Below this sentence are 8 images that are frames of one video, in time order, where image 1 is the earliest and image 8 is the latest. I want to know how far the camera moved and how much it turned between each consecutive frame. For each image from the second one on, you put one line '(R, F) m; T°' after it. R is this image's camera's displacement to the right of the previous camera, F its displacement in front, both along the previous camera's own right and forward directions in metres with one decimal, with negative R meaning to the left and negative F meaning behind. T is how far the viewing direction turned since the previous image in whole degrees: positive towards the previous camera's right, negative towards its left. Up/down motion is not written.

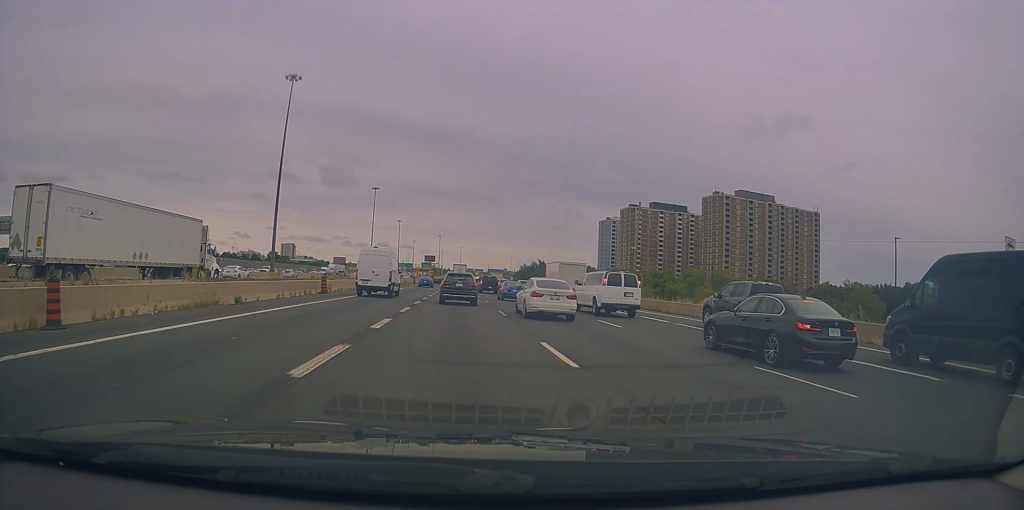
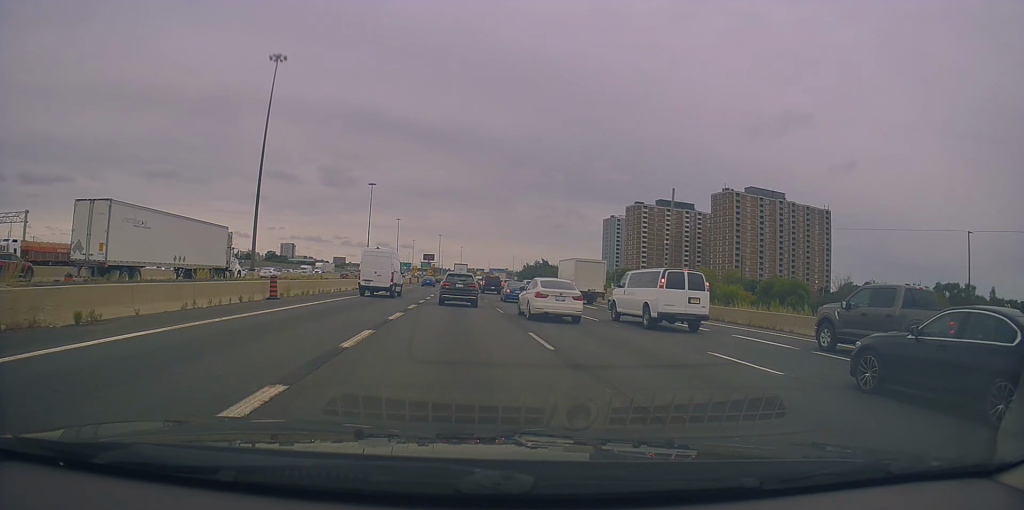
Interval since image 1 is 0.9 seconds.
(+0.1, +10.1) m; -2°
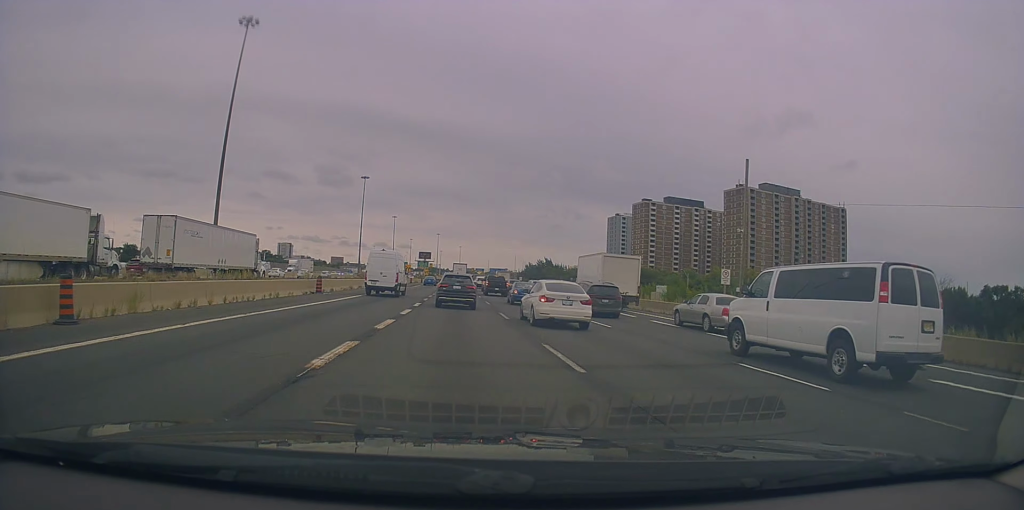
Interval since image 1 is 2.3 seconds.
(-0.4, +14.9) m; +1°
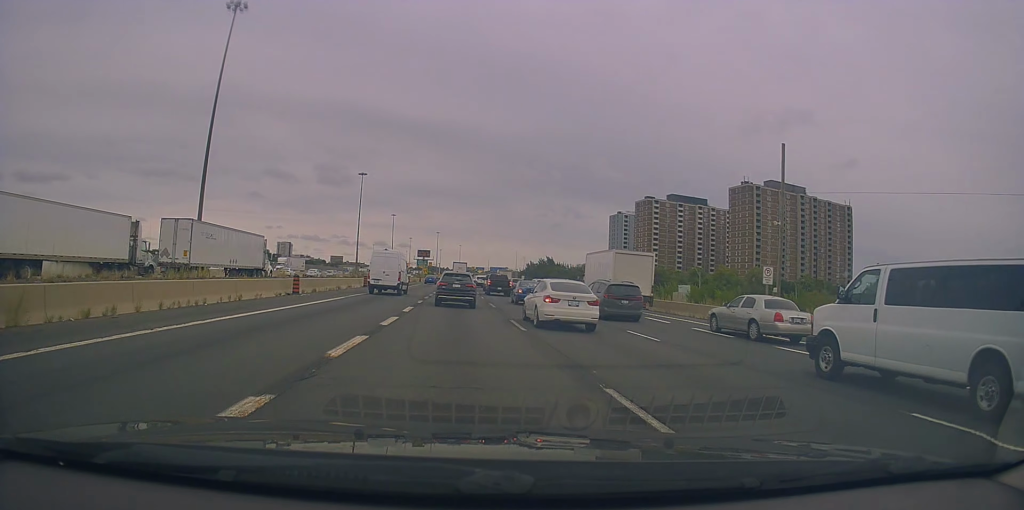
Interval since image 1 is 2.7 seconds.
(+0.2, +5.0) m; +1°
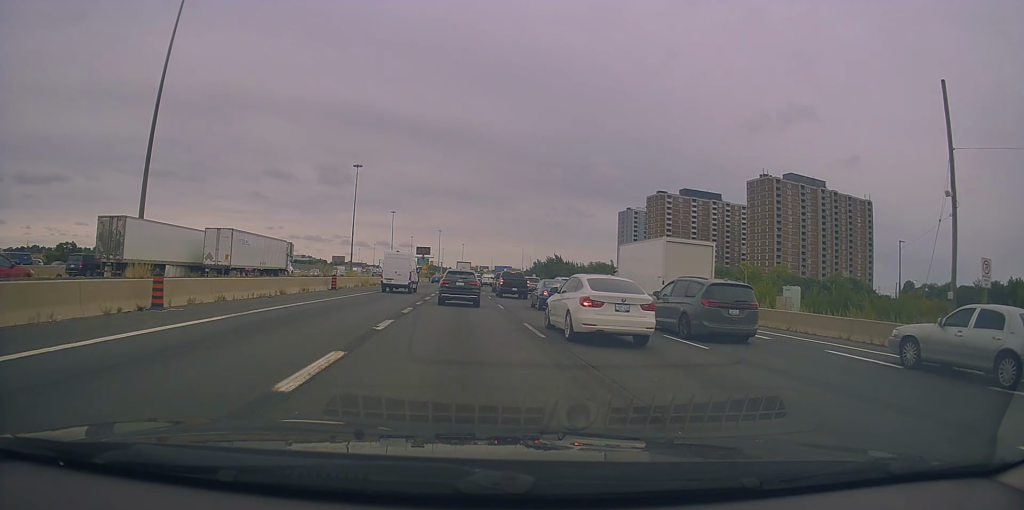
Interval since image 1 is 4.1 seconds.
(+0.1, +14.7) m; 0°
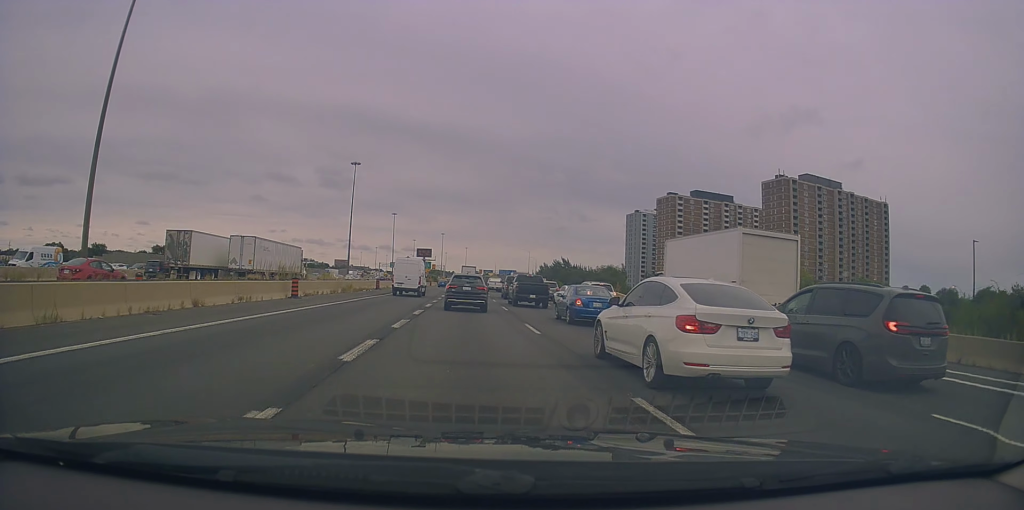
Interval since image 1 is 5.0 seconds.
(0.0, +10.0) m; -3°
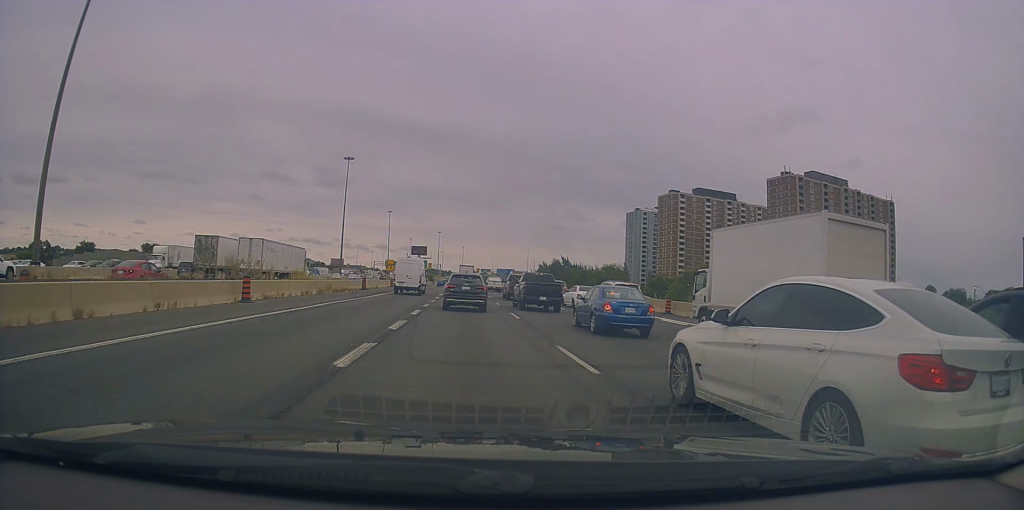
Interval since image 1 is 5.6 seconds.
(-0.3, +6.4) m; 0°
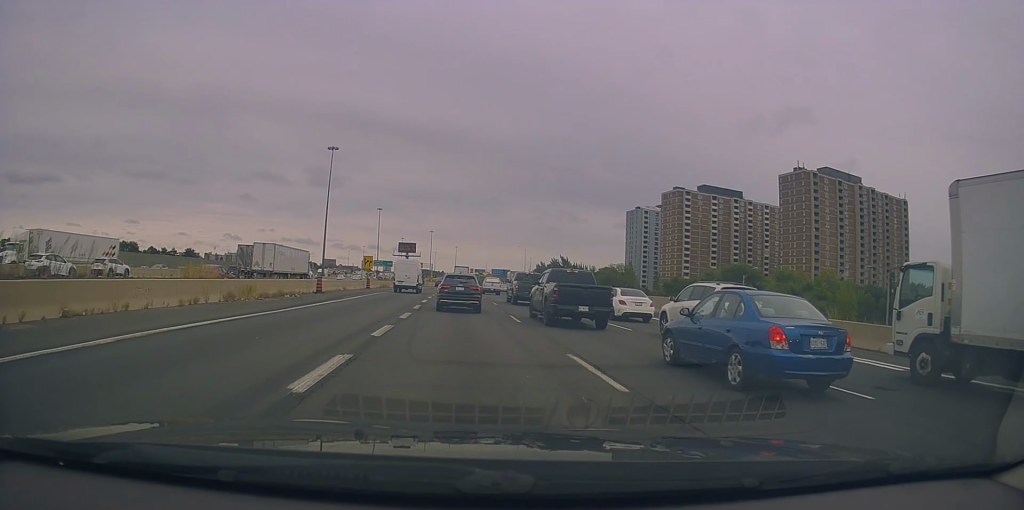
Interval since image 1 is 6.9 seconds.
(+0.3, +13.8) m; +3°
